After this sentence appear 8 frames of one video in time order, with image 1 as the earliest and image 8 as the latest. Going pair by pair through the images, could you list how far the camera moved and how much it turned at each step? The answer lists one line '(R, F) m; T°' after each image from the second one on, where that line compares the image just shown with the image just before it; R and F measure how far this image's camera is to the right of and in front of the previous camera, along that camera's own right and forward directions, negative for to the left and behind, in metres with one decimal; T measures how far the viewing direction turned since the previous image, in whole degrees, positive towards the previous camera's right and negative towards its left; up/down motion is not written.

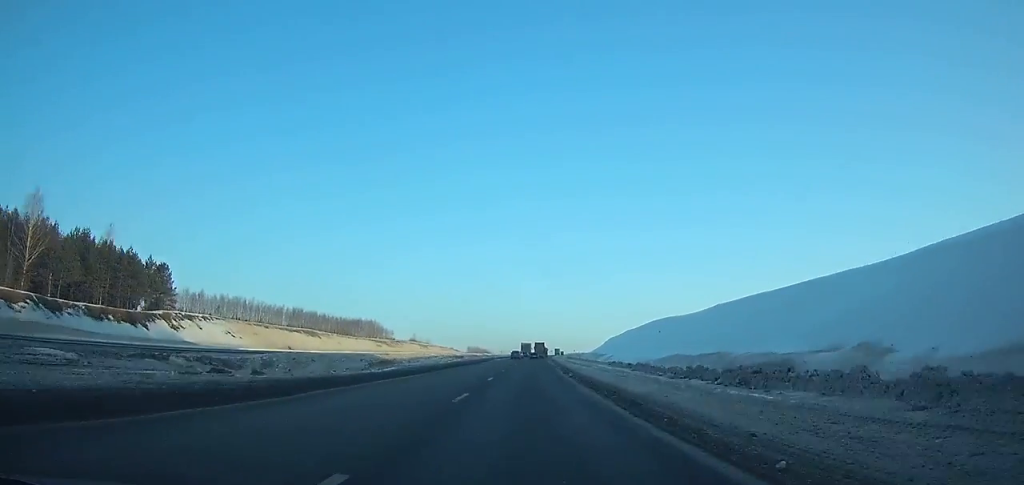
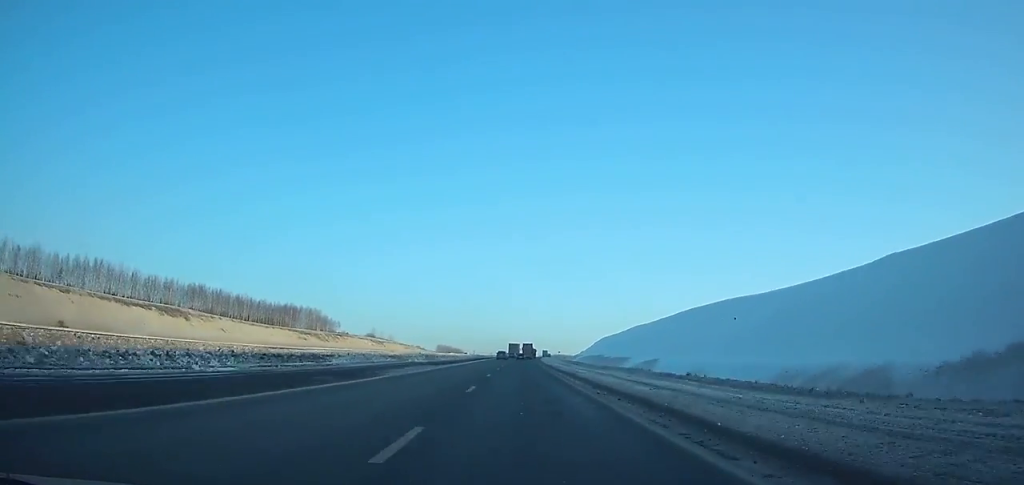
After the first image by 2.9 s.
(+0.6, +67.4) m; +1°
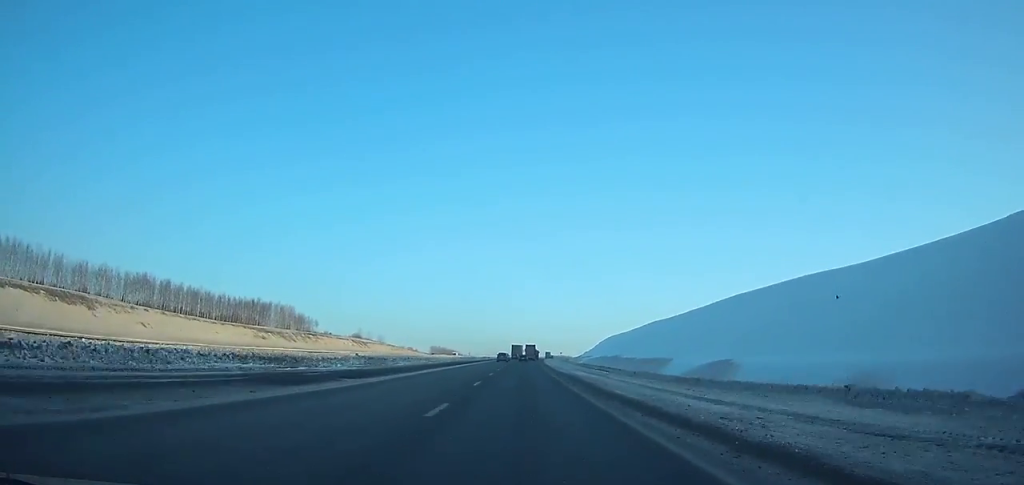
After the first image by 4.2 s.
(-0.1, +30.1) m; +1°
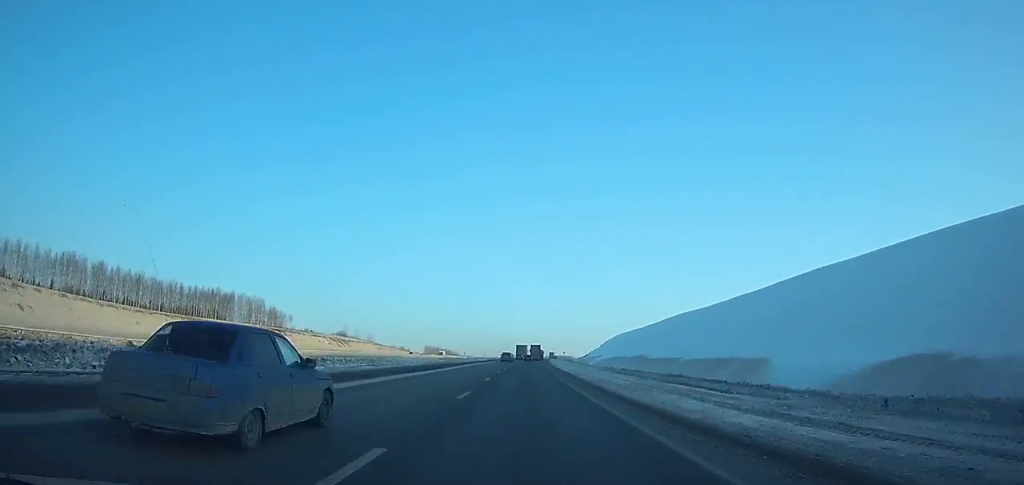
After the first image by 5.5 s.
(+0.2, +30.3) m; +1°
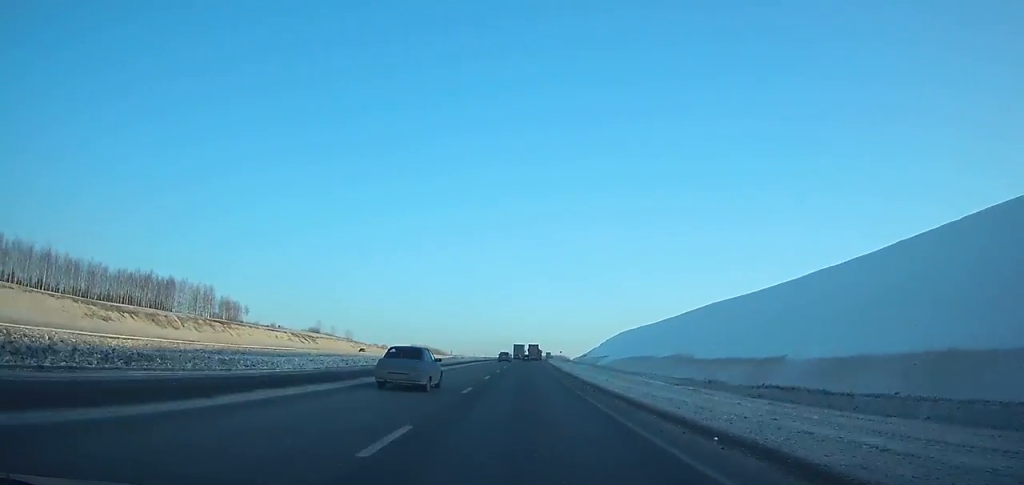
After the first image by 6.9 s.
(+0.3, +32.6) m; +1°
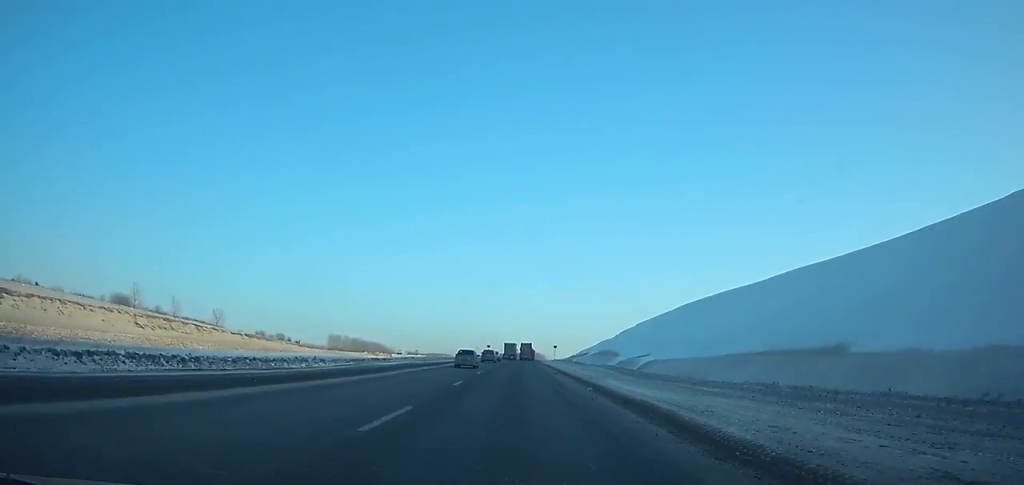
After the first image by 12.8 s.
(+3.5, +137.5) m; +3°
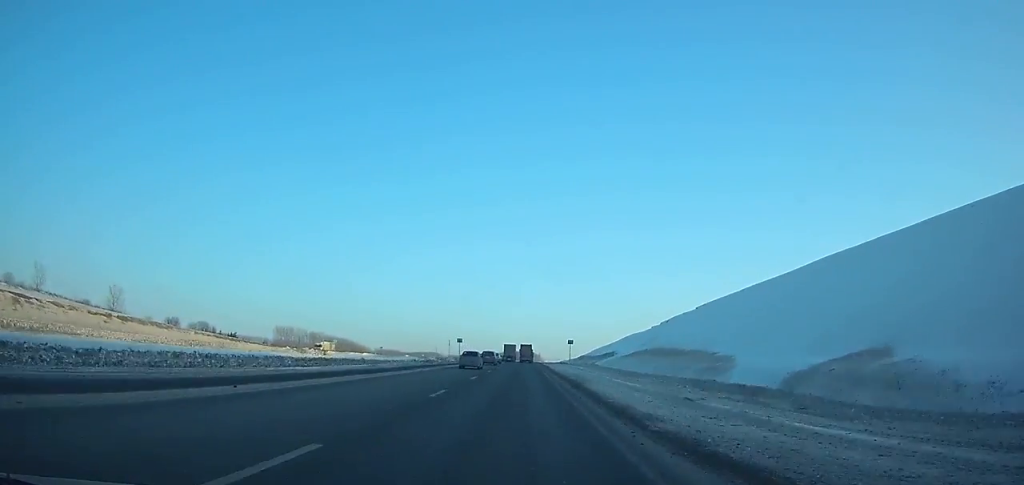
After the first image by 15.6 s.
(+0.5, +65.4) m; +1°
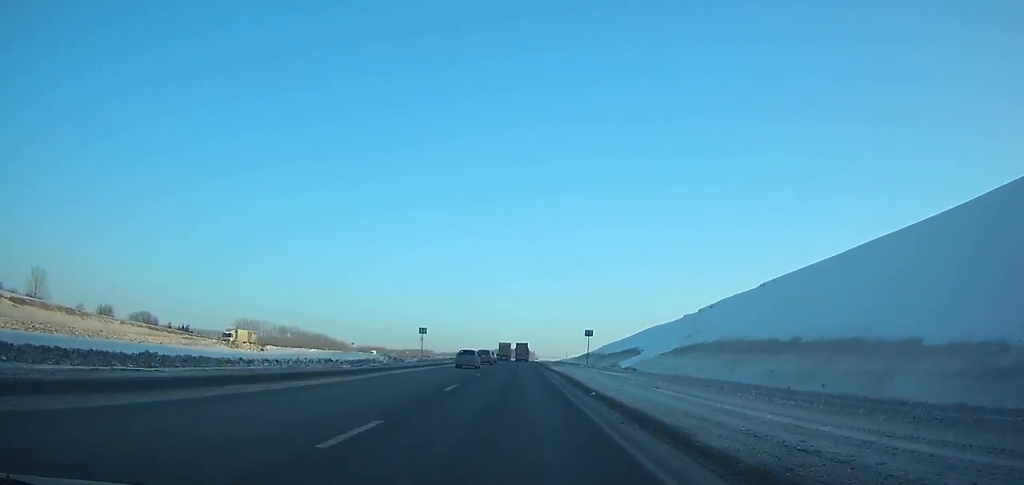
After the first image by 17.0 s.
(+0.1, +32.7) m; 0°
